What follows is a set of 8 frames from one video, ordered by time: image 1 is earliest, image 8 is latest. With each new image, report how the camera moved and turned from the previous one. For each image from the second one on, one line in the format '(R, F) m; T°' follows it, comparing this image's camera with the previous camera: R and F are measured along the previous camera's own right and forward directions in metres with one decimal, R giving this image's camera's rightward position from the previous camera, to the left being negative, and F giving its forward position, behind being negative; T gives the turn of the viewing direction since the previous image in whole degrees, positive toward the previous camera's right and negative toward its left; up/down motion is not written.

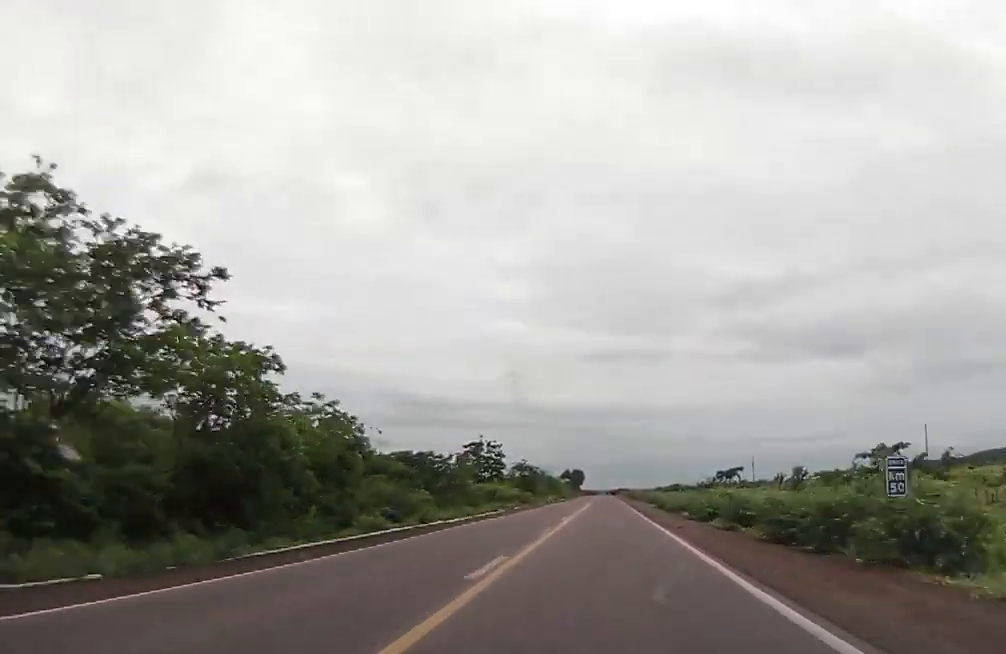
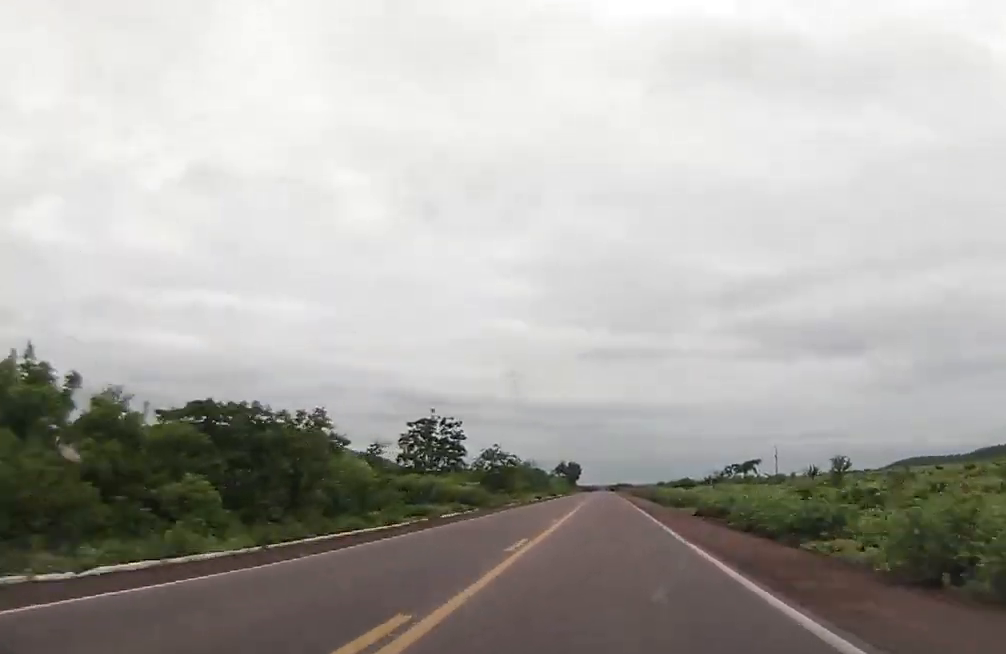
(-0.1, +31.5) m; 0°
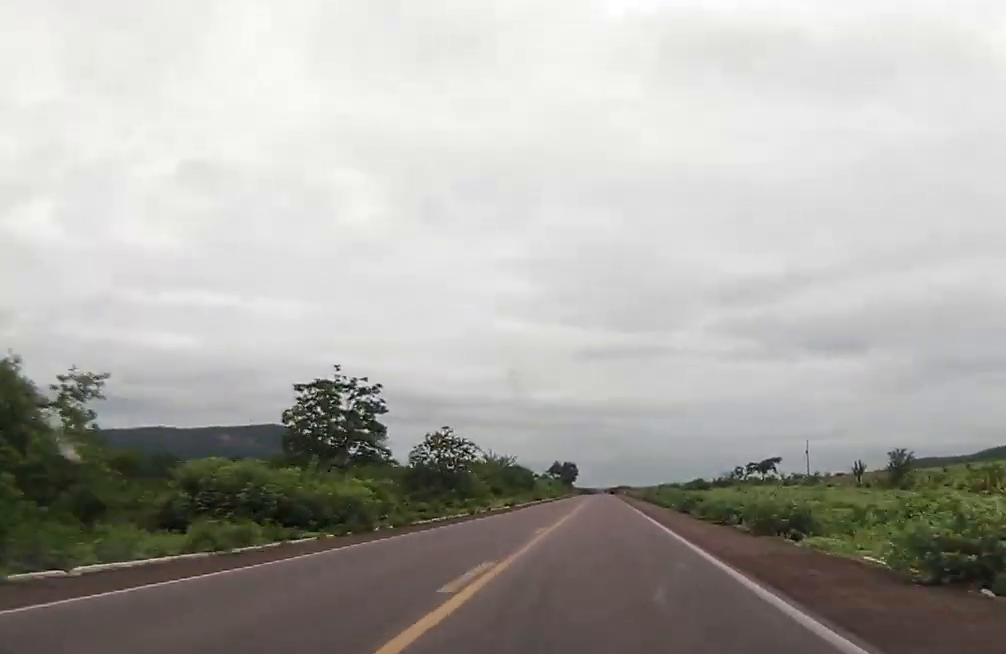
(-0.4, +30.2) m; 0°
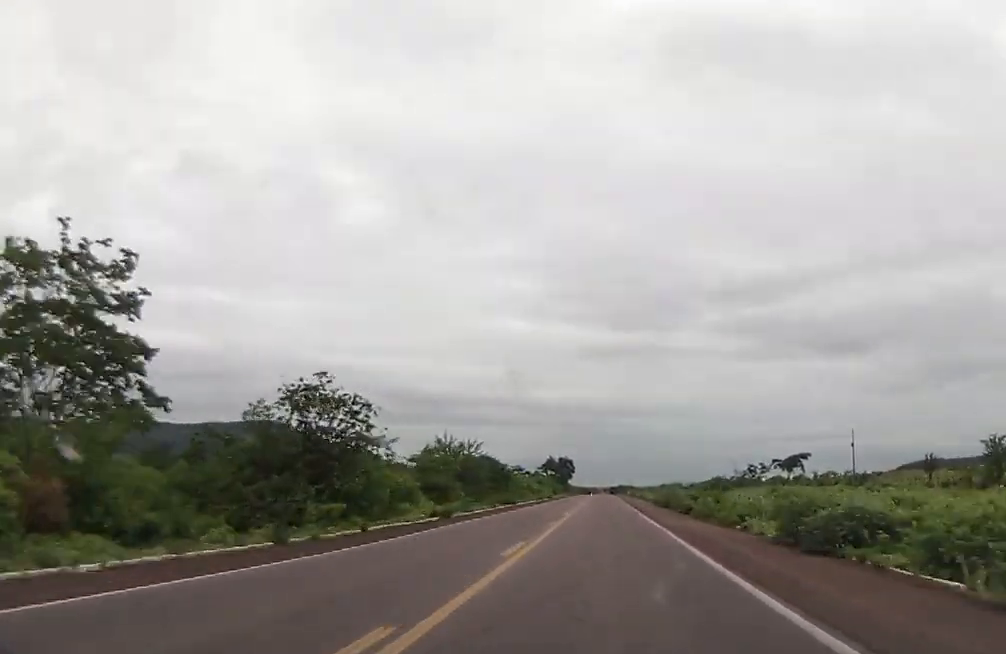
(+0.3, +30.1) m; +1°
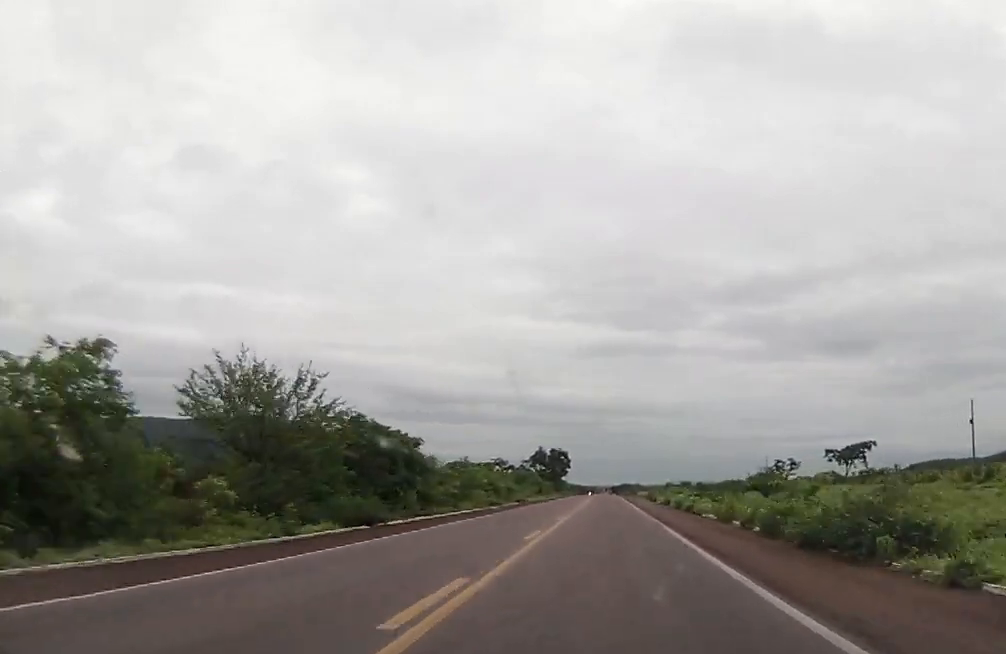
(+0.2, +44.3) m; 0°
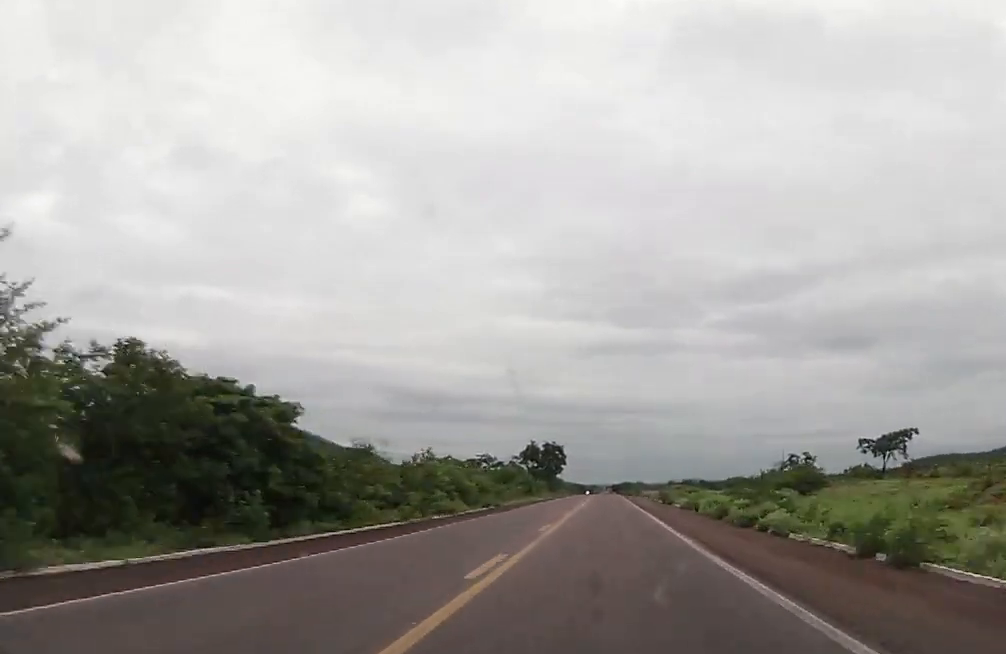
(0.0, +20.0) m; 0°
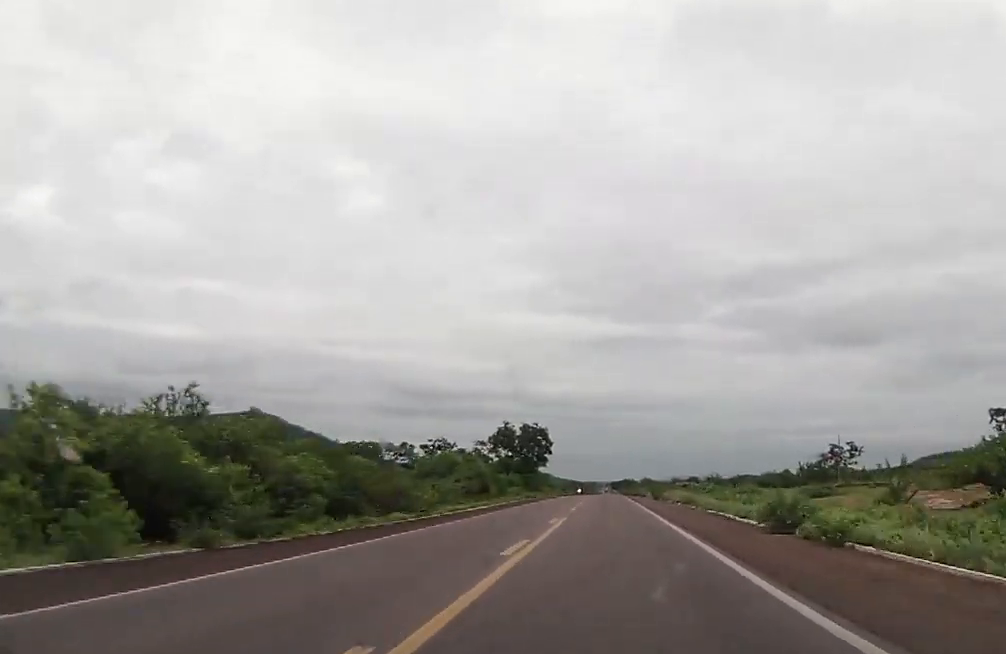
(0.0, +45.4) m; 0°
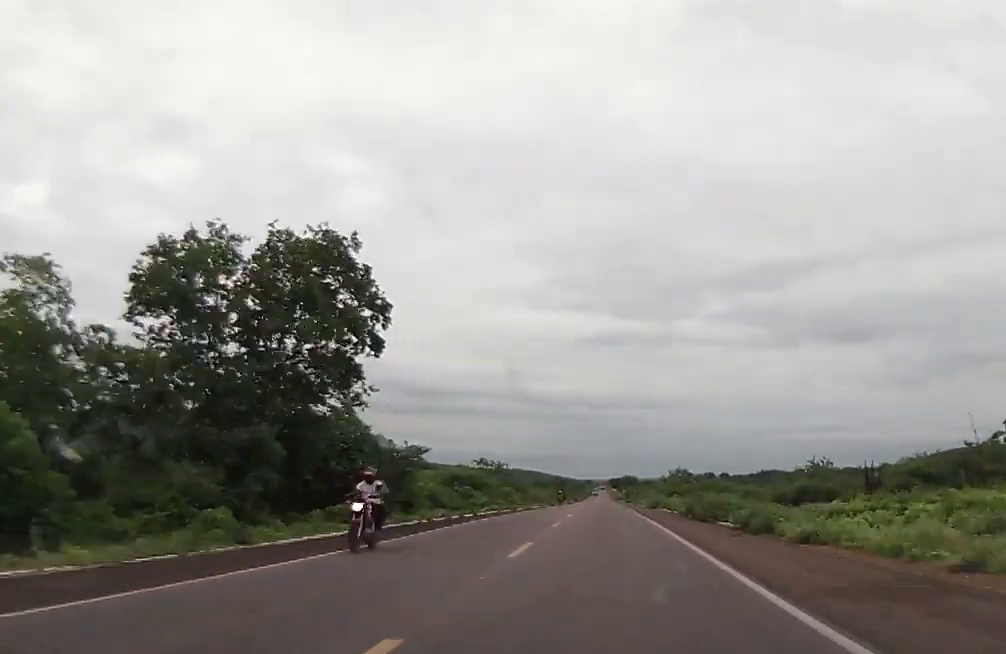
(-0.4, +97.0) m; -1°
